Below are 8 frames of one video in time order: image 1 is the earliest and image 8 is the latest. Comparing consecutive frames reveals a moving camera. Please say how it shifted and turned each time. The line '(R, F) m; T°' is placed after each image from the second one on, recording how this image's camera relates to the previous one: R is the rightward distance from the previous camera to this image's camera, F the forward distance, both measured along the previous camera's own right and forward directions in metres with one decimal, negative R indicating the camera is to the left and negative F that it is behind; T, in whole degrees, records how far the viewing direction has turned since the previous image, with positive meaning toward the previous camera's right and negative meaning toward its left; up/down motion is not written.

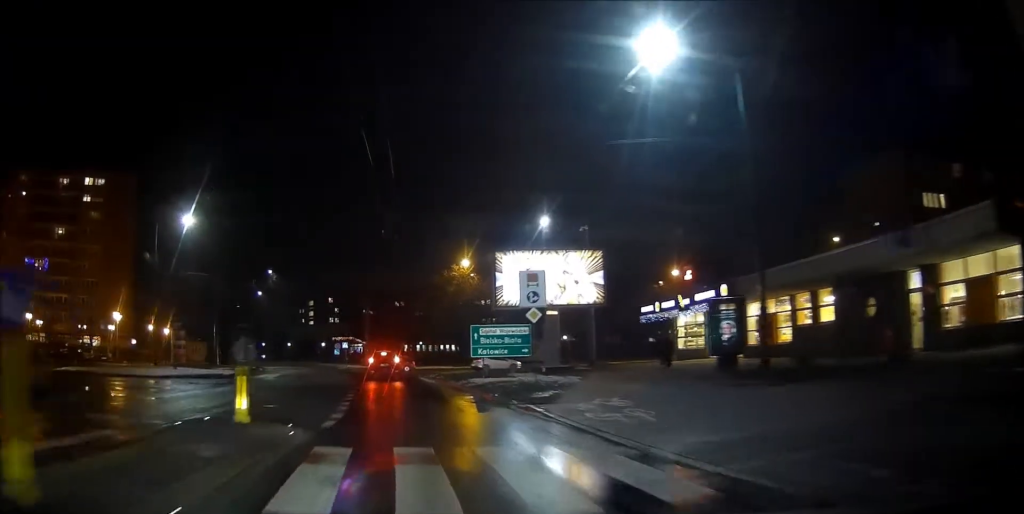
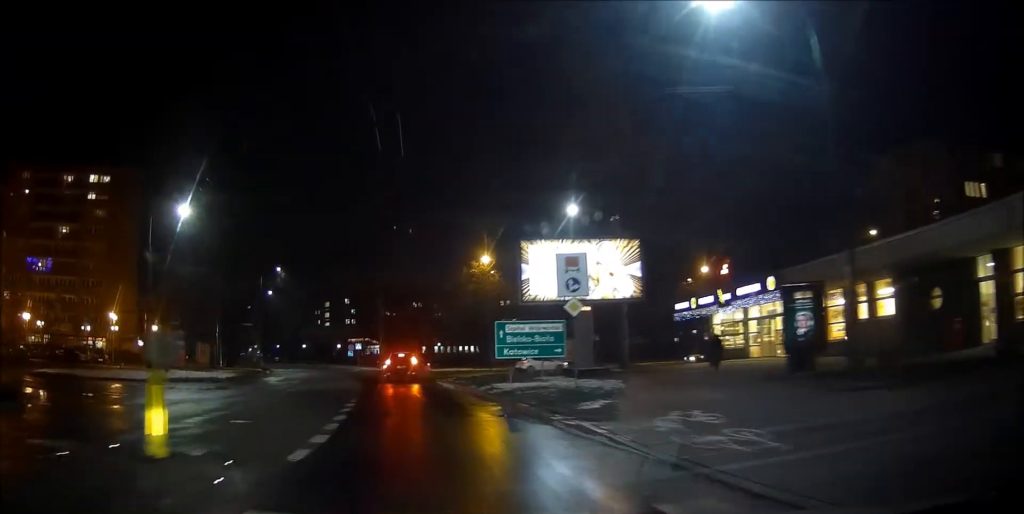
(+0.1, +4.0) m; -1°
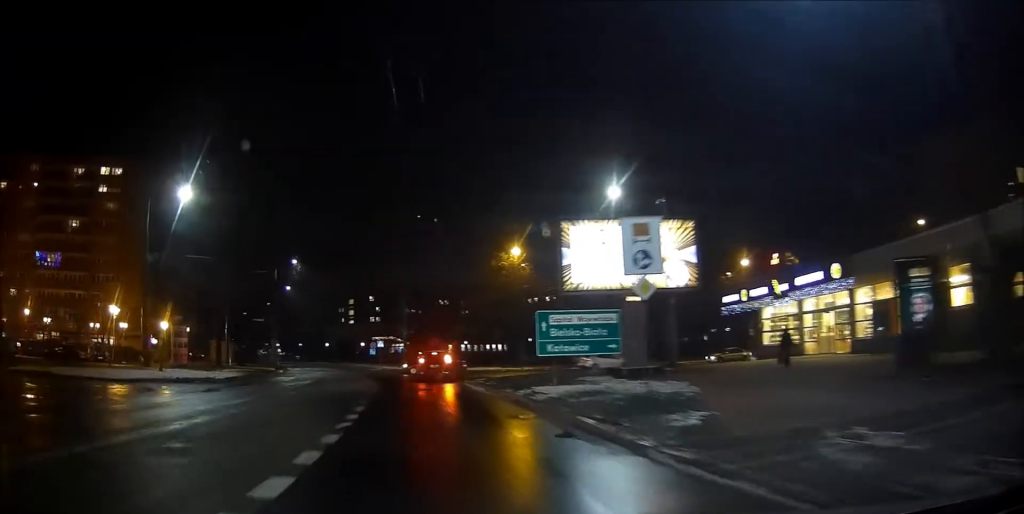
(+0.1, +4.3) m; -1°
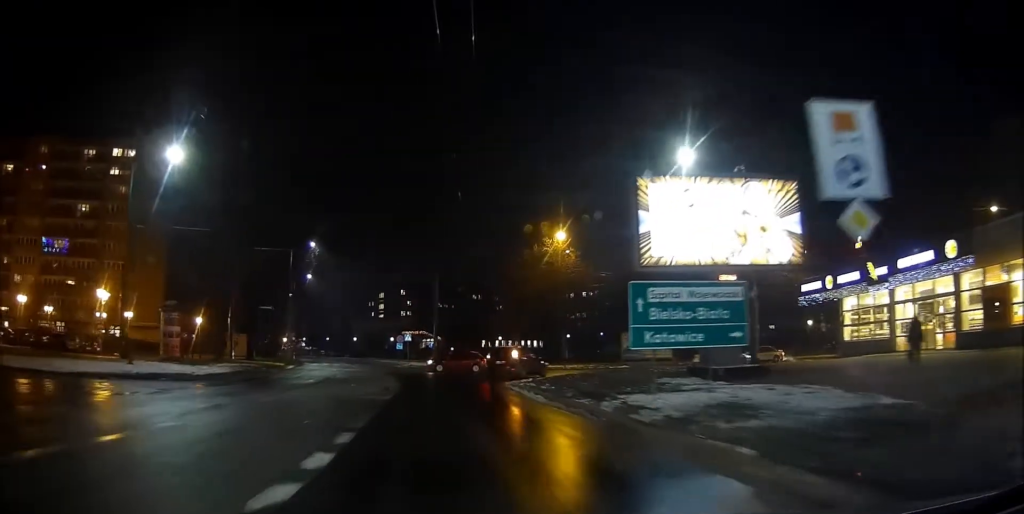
(-0.4, +6.9) m; -3°
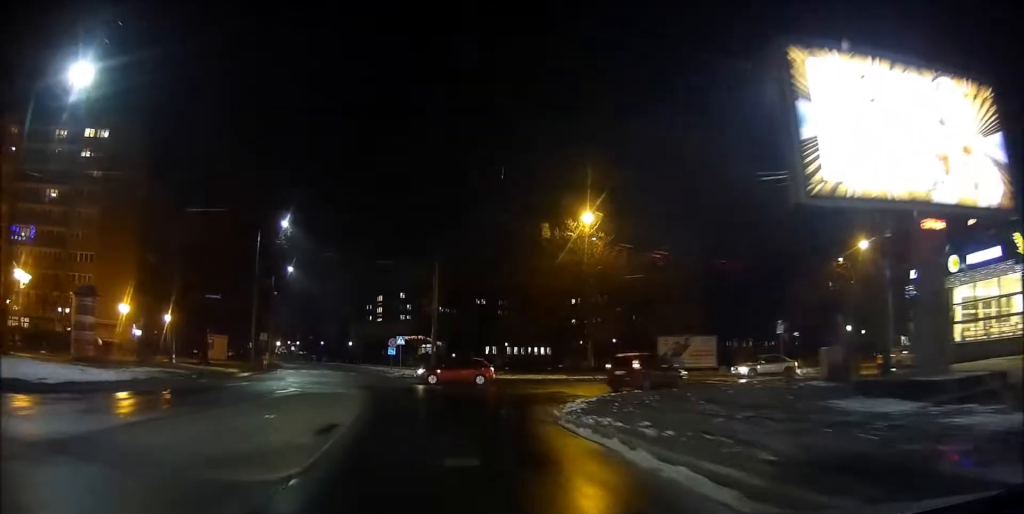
(-0.1, +11.1) m; -1°
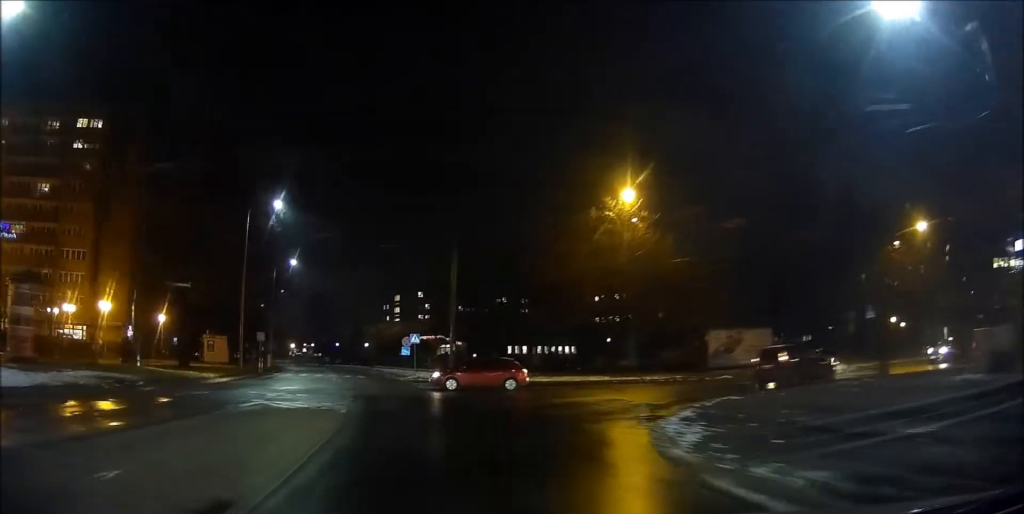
(-0.1, +6.9) m; -2°
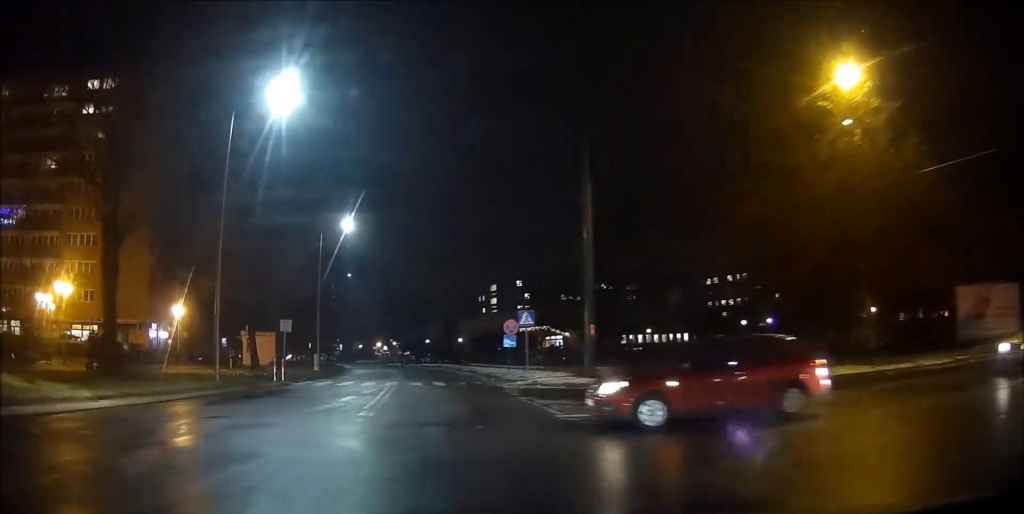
(-1.1, +18.1) m; -7°
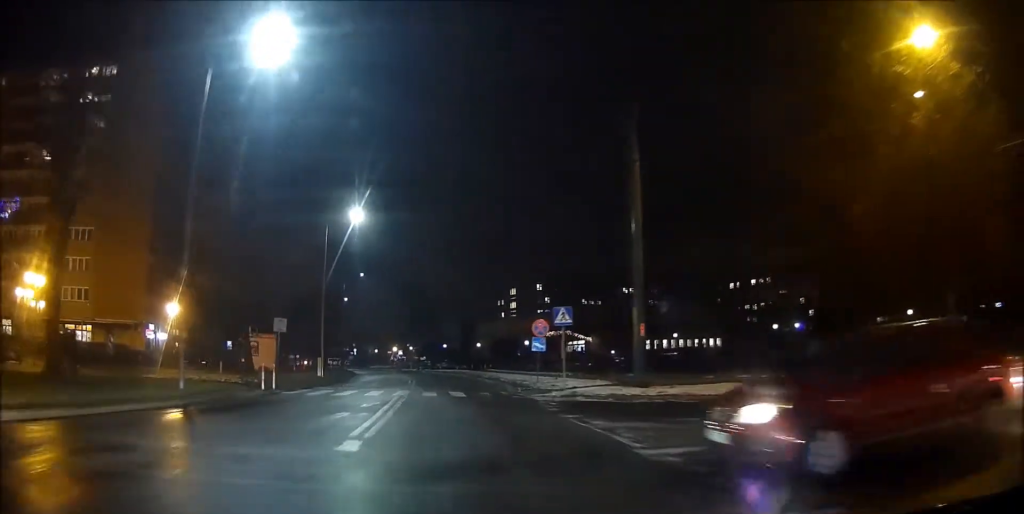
(-0.1, +4.7) m; -1°
